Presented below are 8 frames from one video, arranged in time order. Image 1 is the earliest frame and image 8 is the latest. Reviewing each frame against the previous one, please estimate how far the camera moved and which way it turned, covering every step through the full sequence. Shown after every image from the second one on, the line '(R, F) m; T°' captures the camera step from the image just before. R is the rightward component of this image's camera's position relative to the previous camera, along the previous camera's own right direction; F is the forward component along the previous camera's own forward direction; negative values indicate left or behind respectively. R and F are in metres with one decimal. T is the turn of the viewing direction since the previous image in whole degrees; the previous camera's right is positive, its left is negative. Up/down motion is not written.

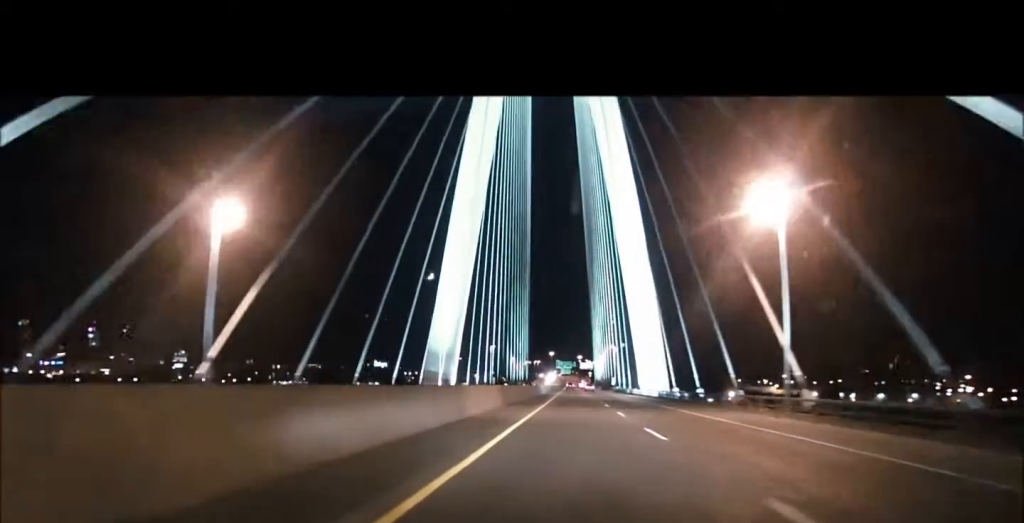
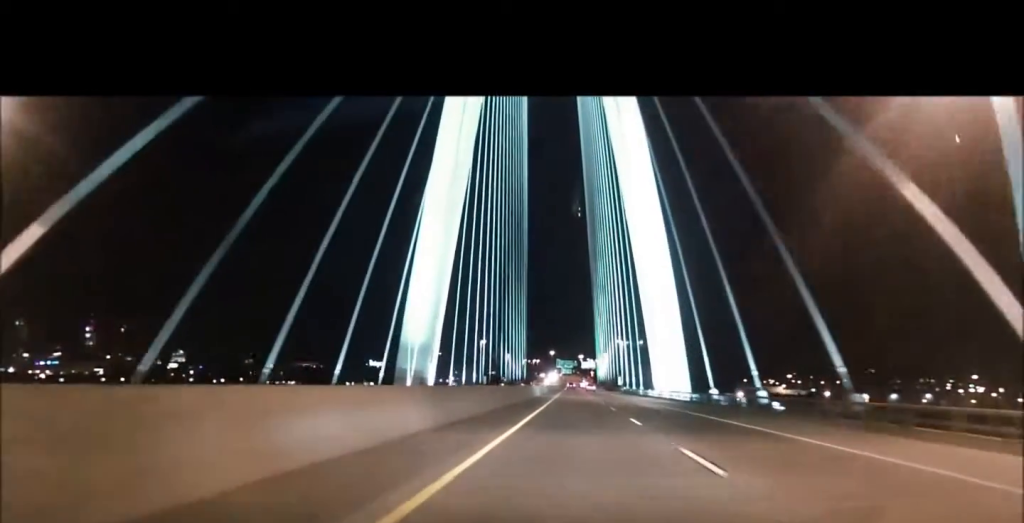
(-0.1, +17.7) m; 0°
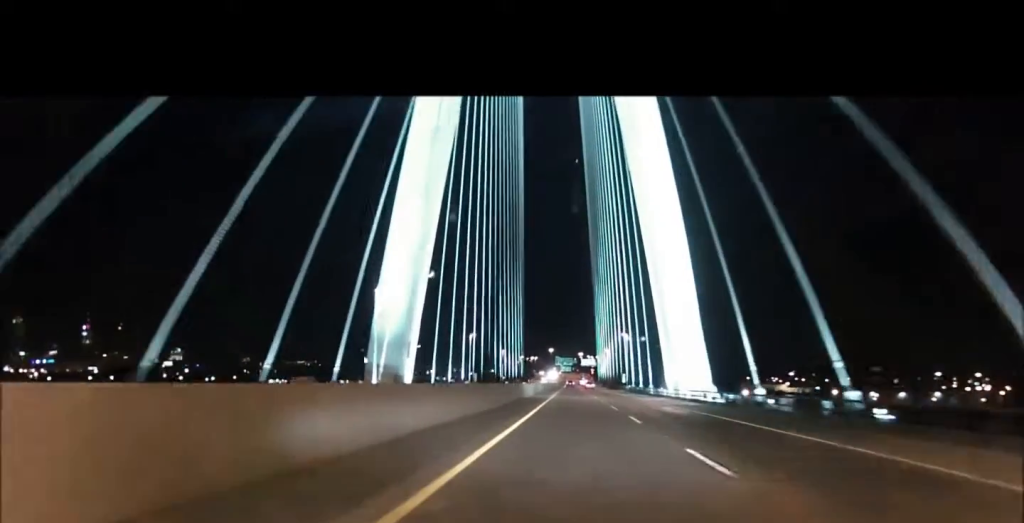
(0.0, +12.4) m; 0°
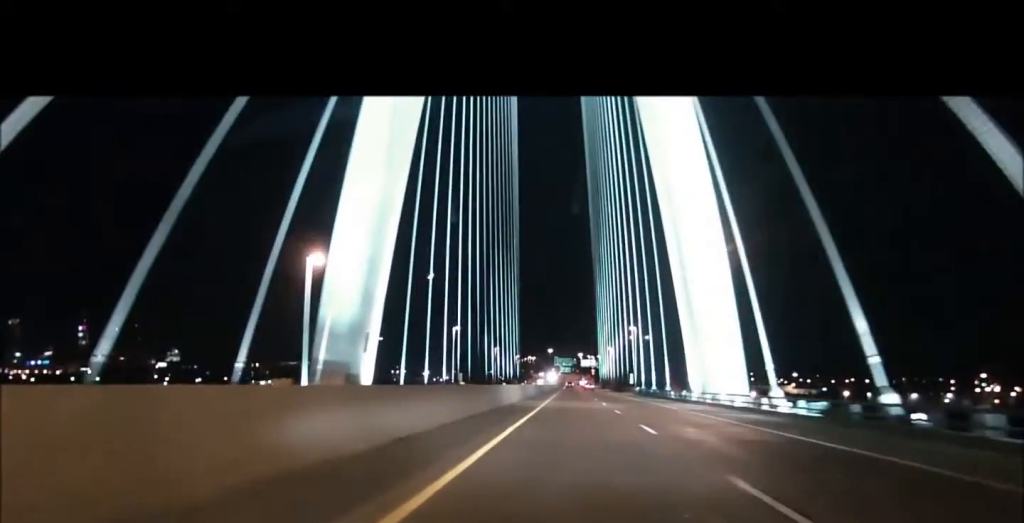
(+0.1, +17.8) m; 0°
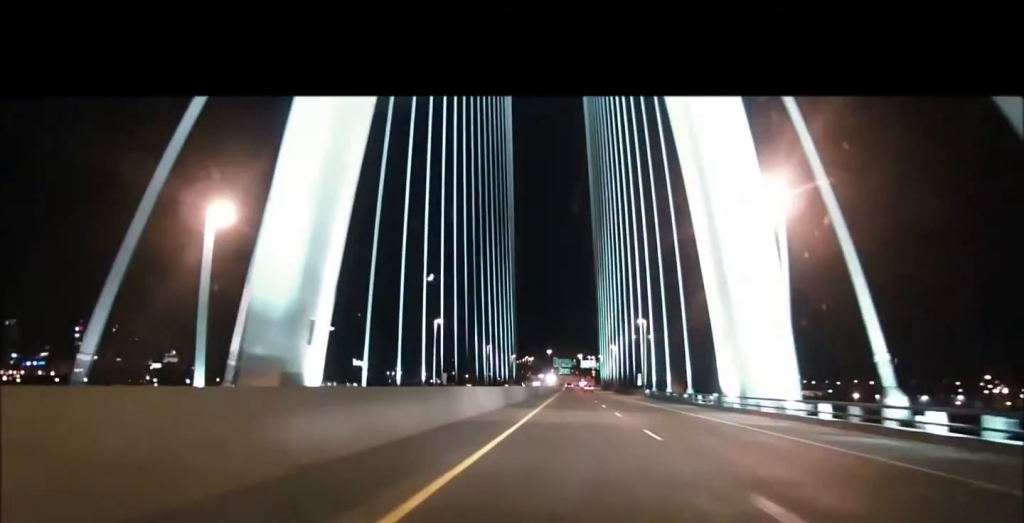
(0.0, +13.3) m; 0°
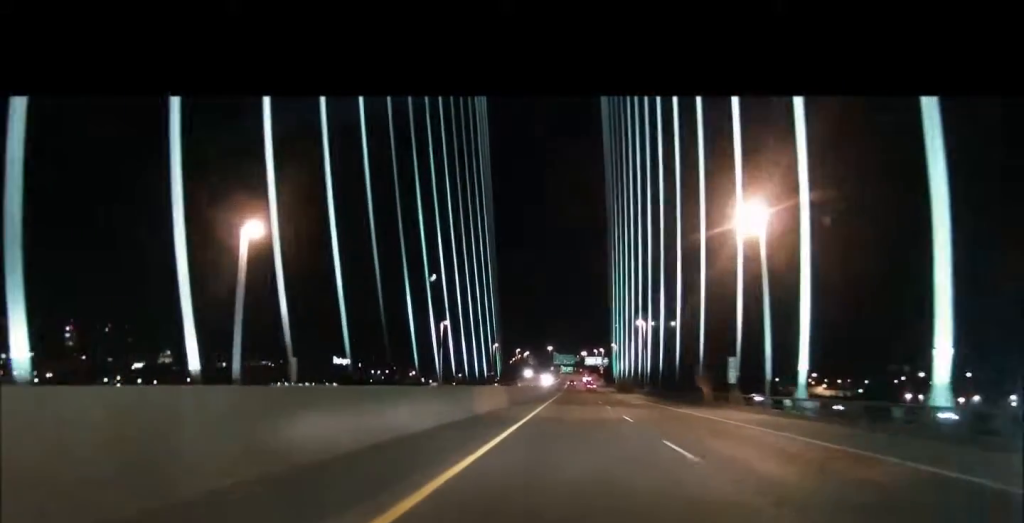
(-0.1, +52.9) m; 0°
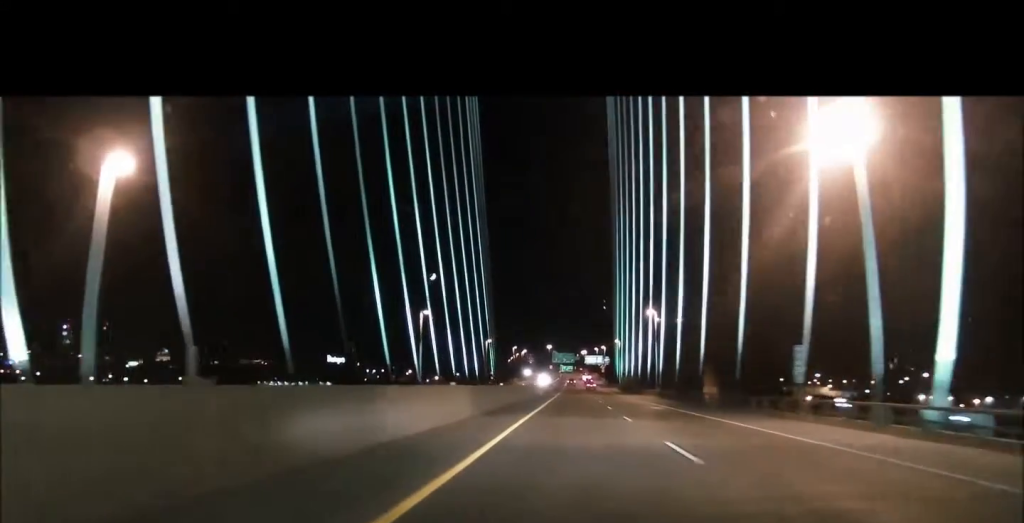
(0.0, +10.5) m; 0°
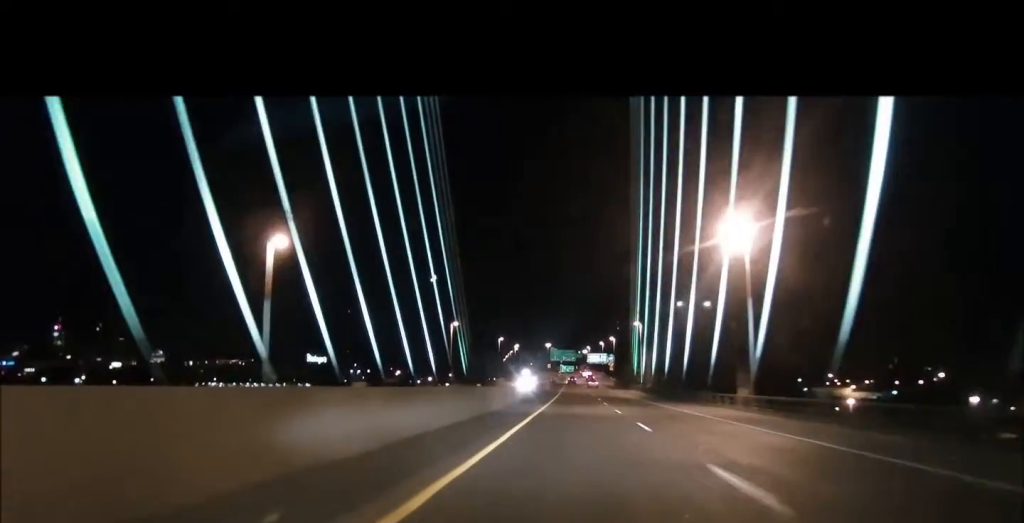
(0.0, +40.3) m; 0°
